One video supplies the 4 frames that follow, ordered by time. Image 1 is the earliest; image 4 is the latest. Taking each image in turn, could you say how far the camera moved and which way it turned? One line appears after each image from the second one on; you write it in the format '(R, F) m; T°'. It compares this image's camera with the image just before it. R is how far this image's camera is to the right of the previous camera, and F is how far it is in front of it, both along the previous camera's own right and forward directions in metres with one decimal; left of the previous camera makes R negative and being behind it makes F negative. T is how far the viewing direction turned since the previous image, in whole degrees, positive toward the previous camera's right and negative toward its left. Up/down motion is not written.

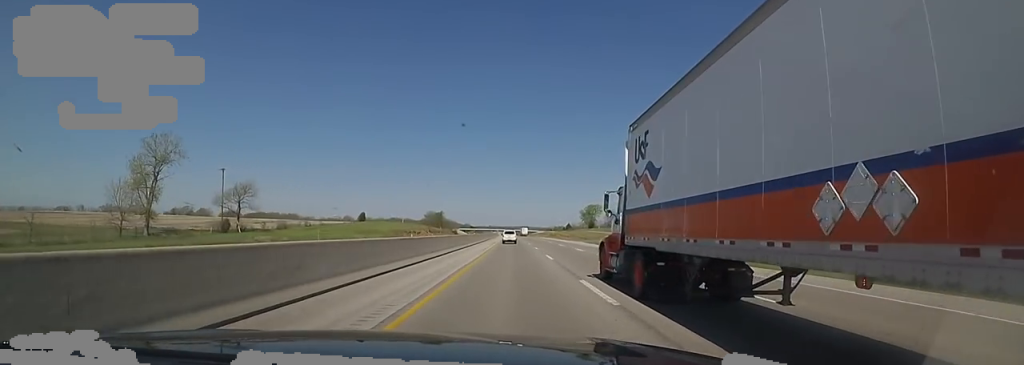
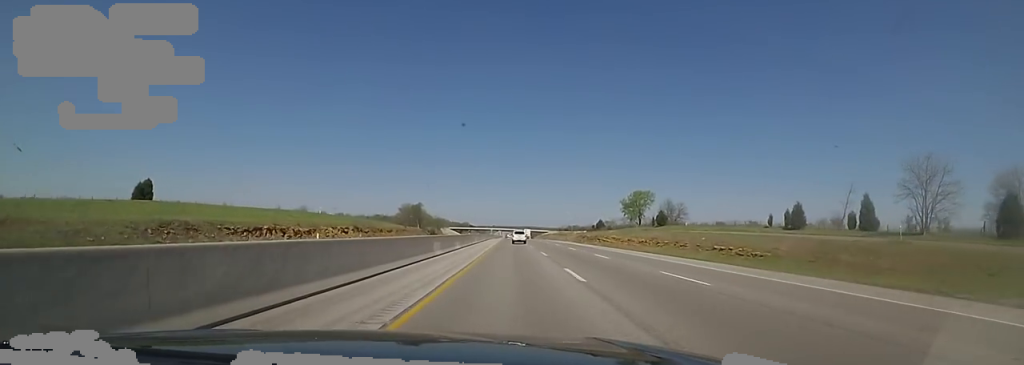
(+0.6, +103.4) m; +2°
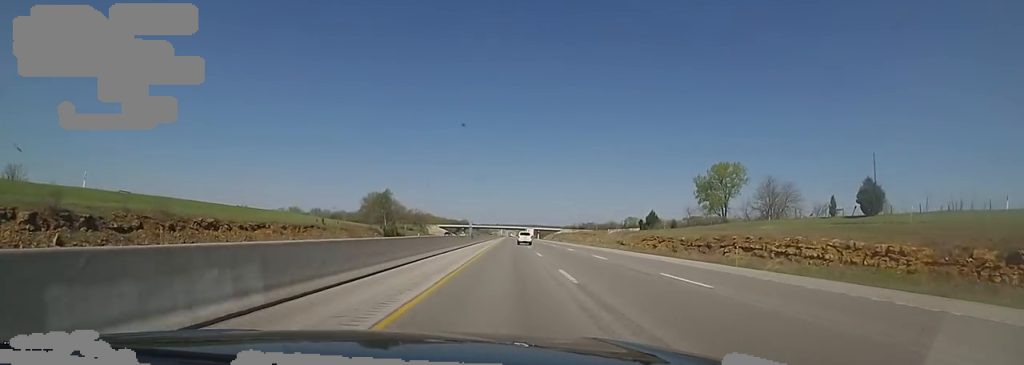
(-2.5, +76.9) m; -2°
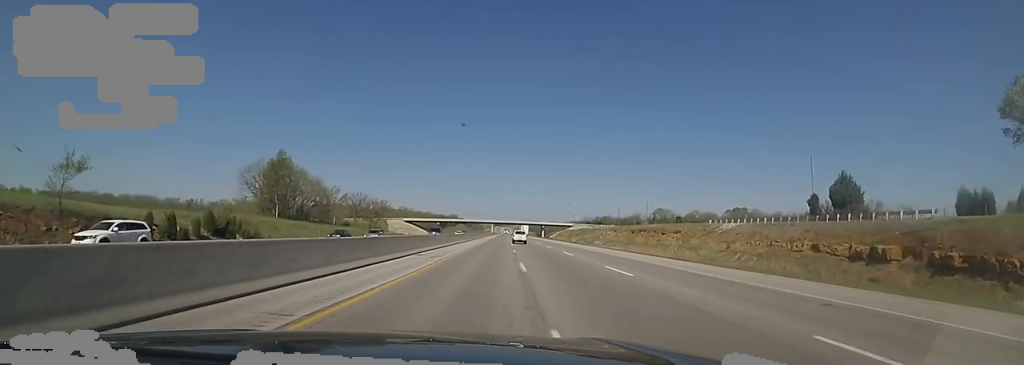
(+2.3, +87.7) m; 0°
